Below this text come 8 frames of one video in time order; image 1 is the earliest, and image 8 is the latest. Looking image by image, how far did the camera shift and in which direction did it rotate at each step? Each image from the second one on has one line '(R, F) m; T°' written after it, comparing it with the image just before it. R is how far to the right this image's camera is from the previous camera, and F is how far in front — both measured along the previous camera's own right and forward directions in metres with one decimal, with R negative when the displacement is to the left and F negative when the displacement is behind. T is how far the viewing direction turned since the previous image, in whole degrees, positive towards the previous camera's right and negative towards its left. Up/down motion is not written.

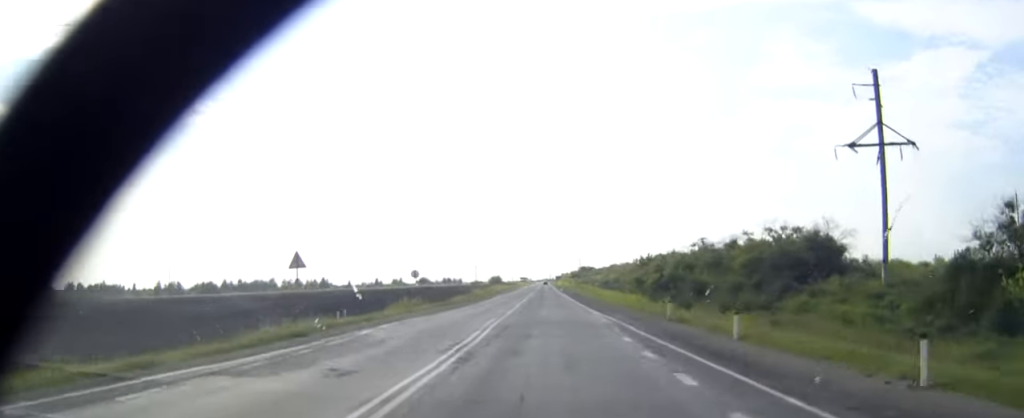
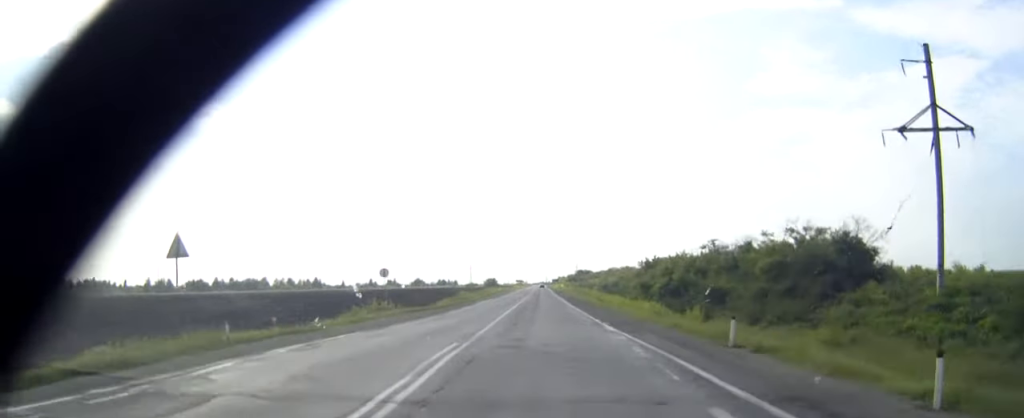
(0.0, +10.6) m; 0°
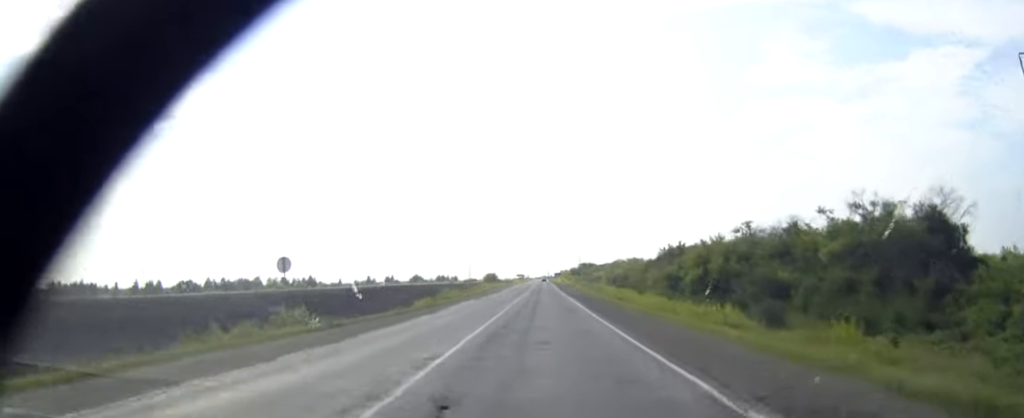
(+0.1, +20.2) m; 0°
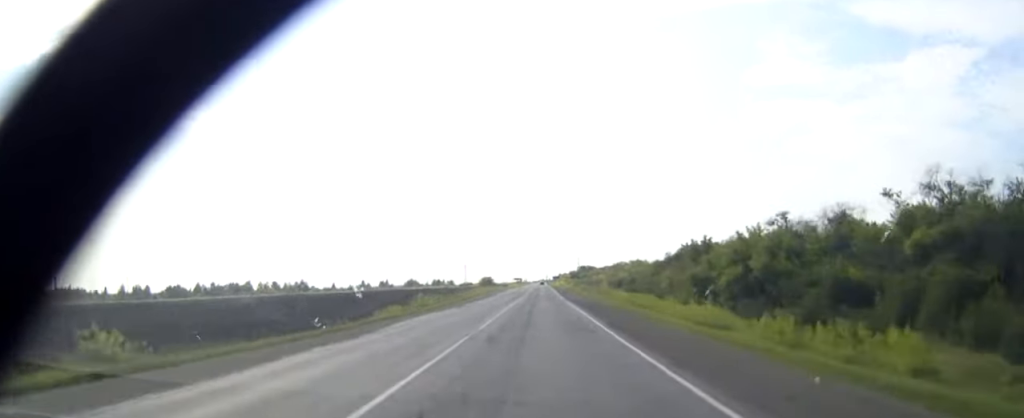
(0.0, +16.2) m; 0°
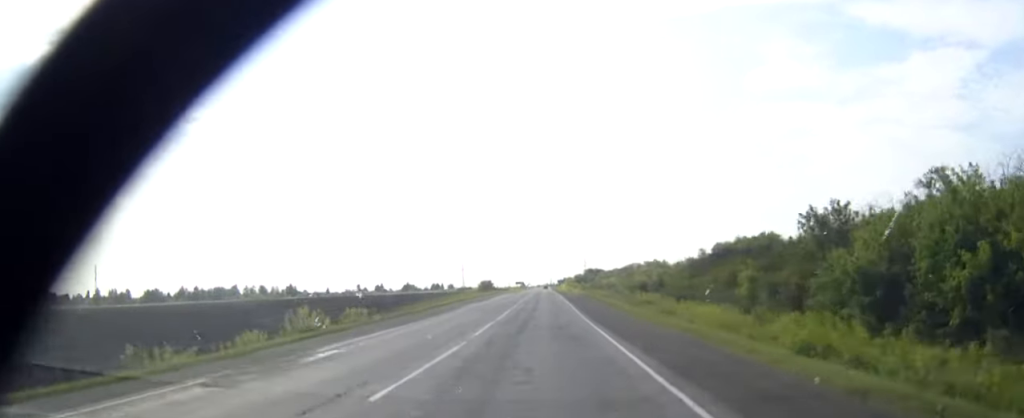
(0.0, +35.7) m; 0°
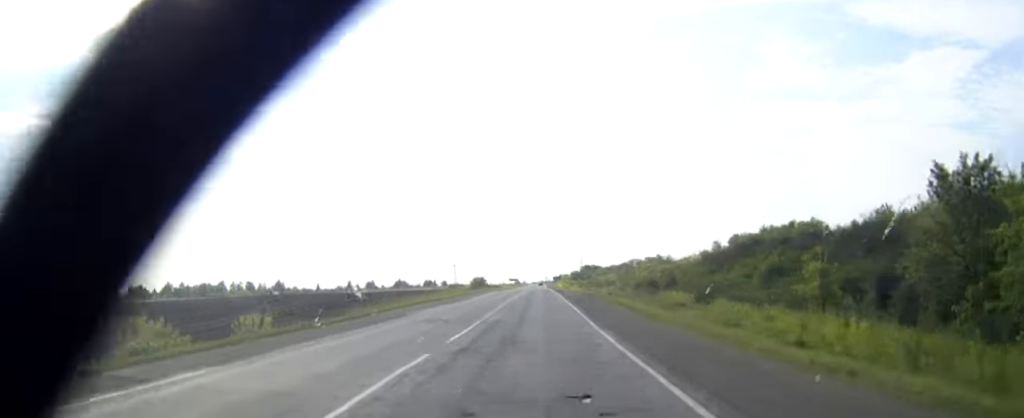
(-0.1, +15.9) m; 0°
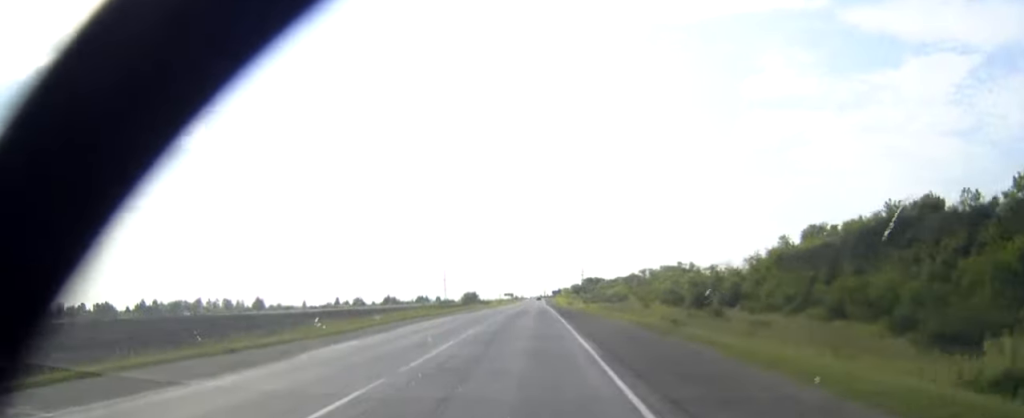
(+0.2, +38.0) m; 0°
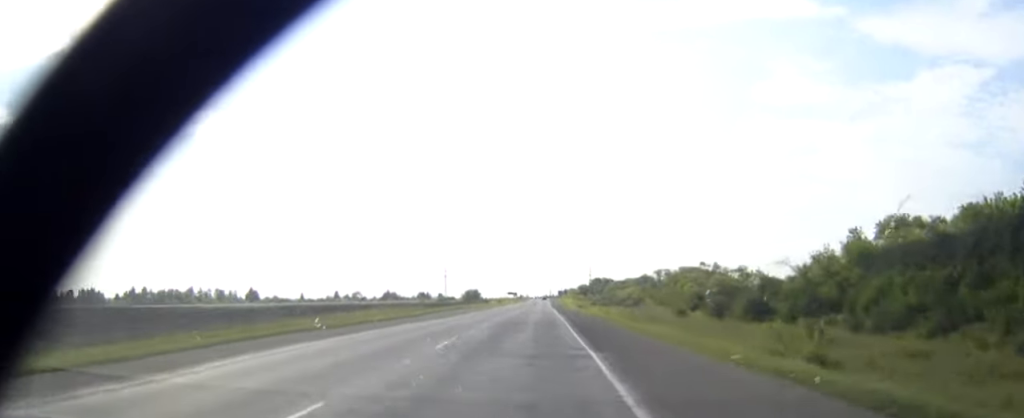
(0.0, +20.1) m; 0°
